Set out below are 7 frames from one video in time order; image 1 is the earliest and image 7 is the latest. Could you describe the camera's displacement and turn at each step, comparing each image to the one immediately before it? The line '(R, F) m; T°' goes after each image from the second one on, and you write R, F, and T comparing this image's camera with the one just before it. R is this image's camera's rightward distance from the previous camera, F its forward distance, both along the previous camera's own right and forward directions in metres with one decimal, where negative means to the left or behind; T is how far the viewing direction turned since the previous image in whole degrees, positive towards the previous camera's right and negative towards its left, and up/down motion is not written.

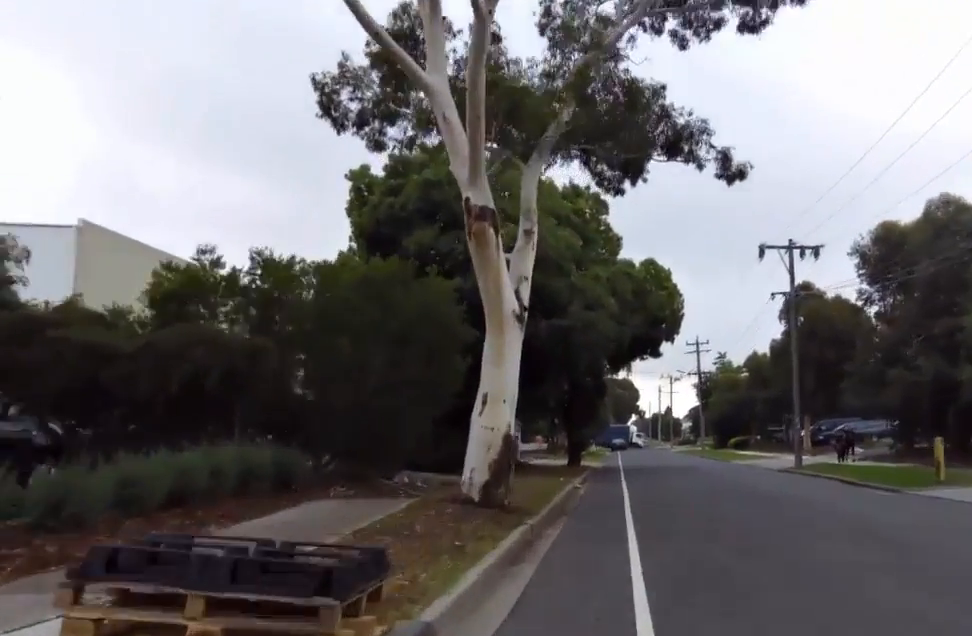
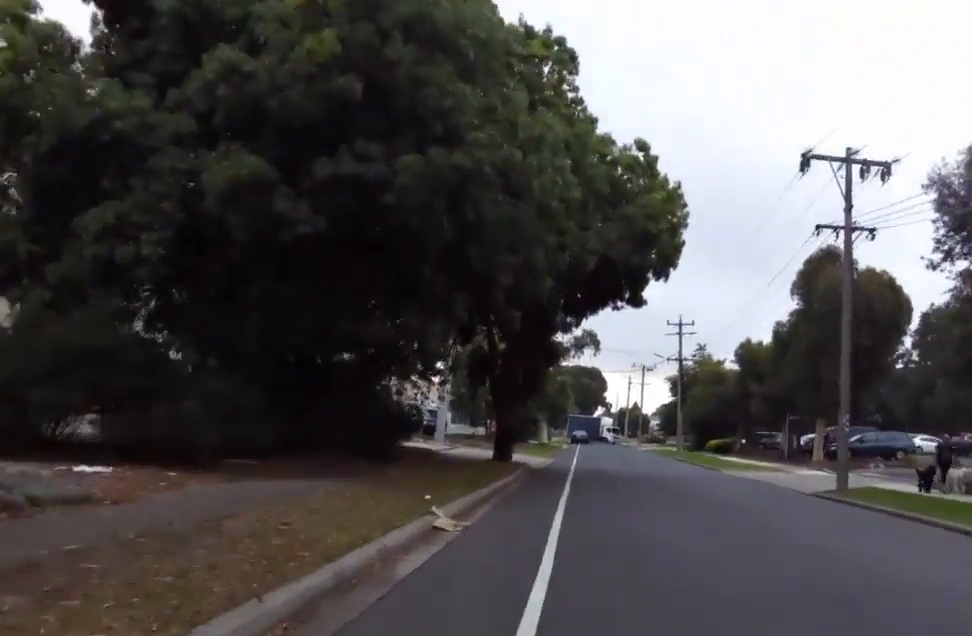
(-0.8, +11.3) m; -6°
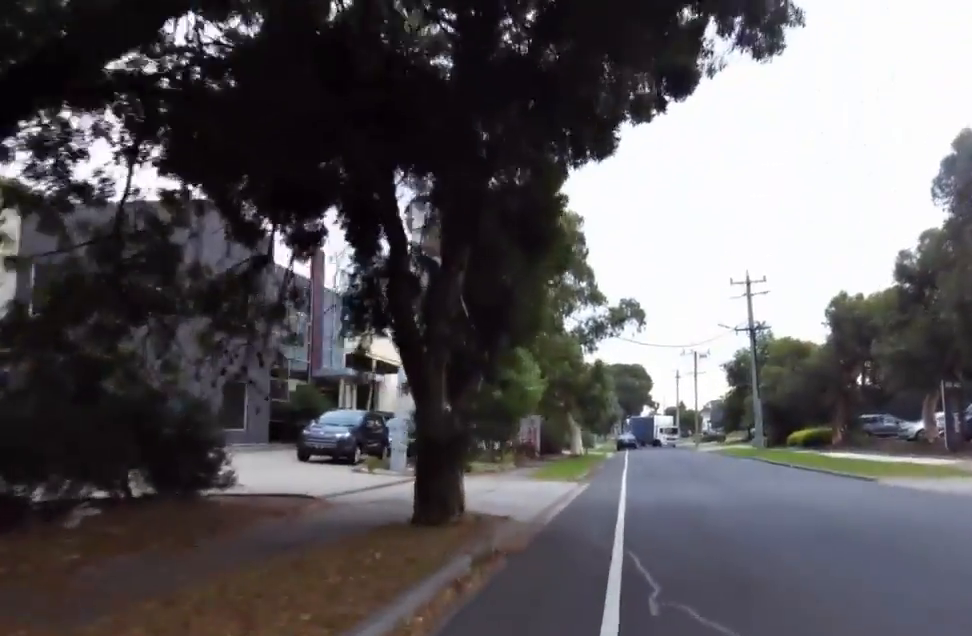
(+0.2, +14.5) m; -2°
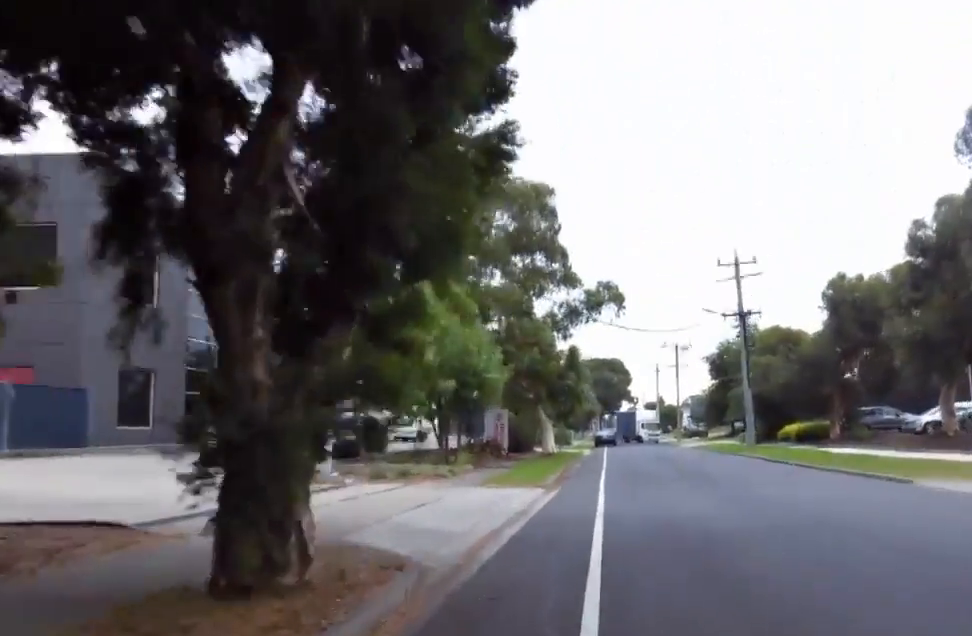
(-0.4, +4.0) m; -3°
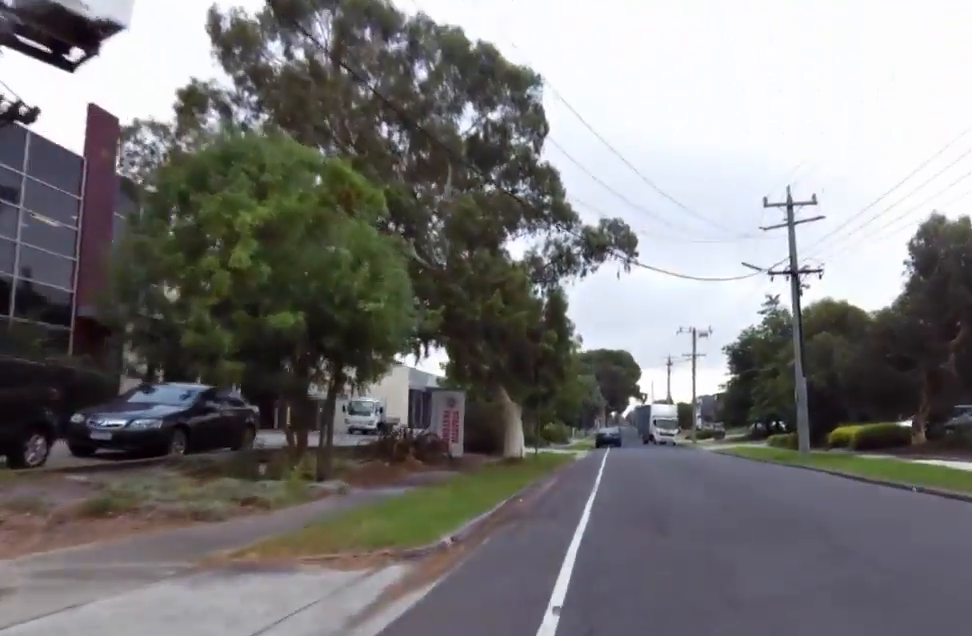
(-0.3, +10.3) m; +5°
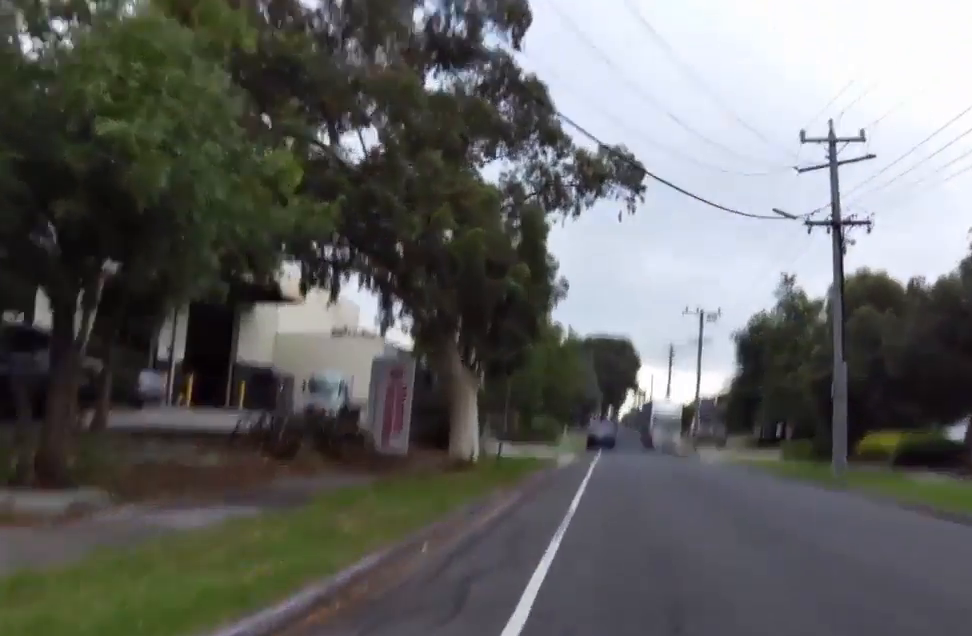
(+0.6, +5.4) m; 0°
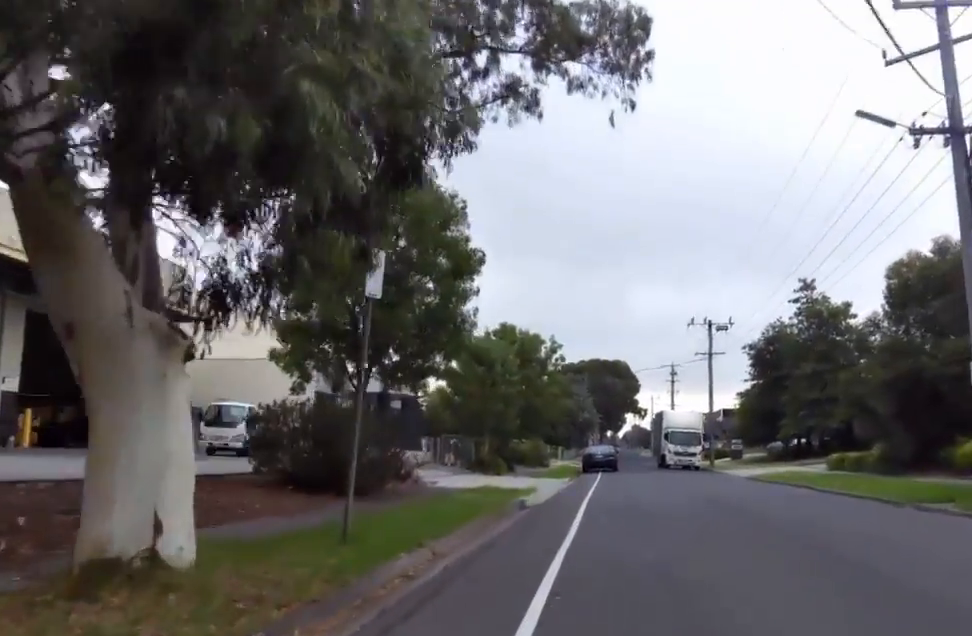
(-0.4, +9.3) m; 0°
